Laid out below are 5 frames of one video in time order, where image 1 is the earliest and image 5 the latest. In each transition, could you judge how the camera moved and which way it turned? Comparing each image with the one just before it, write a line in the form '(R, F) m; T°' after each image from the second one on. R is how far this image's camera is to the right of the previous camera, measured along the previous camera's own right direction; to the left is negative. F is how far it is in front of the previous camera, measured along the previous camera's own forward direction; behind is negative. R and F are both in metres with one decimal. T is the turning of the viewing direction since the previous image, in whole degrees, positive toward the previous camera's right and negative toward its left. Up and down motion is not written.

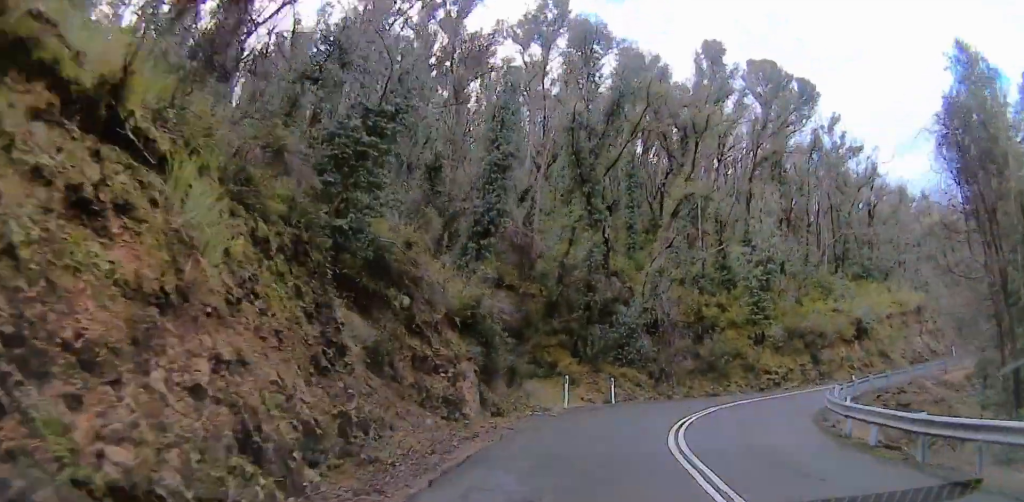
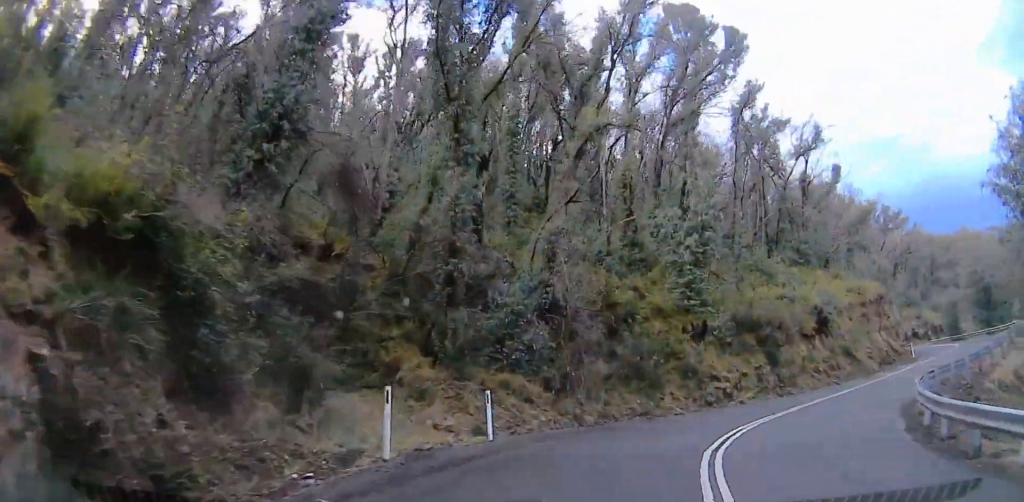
(+3.2, +6.1) m; +23°
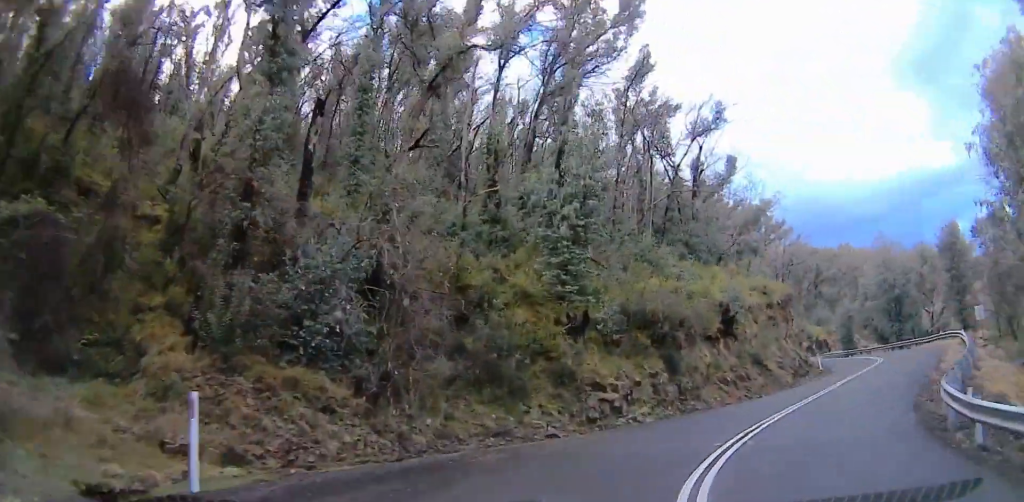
(-0.9, +7.1) m; +2°
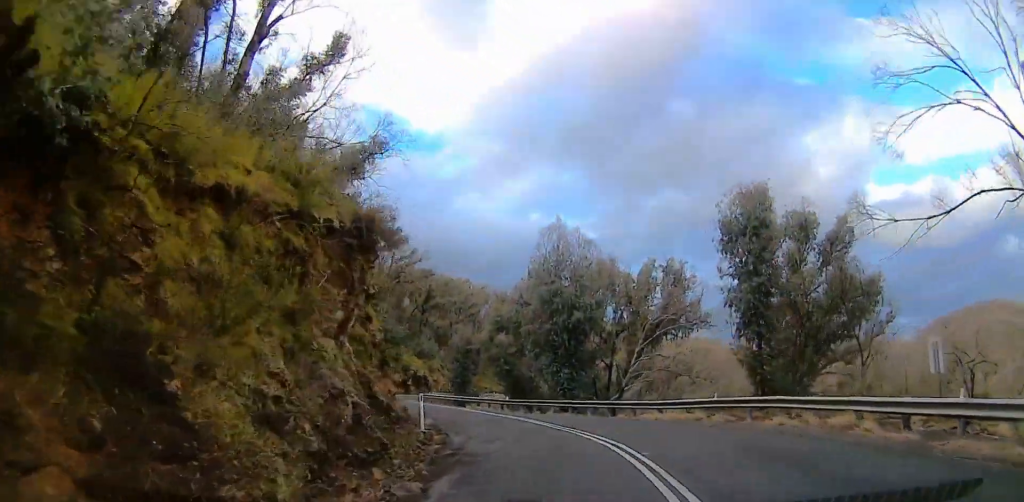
(+5.9, +25.5) m; +28°
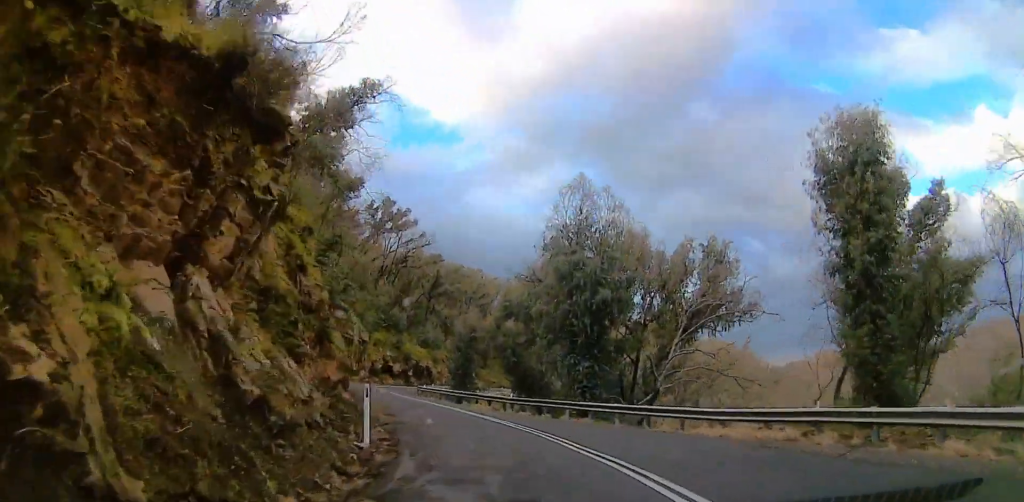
(+0.9, +7.2) m; -4°
